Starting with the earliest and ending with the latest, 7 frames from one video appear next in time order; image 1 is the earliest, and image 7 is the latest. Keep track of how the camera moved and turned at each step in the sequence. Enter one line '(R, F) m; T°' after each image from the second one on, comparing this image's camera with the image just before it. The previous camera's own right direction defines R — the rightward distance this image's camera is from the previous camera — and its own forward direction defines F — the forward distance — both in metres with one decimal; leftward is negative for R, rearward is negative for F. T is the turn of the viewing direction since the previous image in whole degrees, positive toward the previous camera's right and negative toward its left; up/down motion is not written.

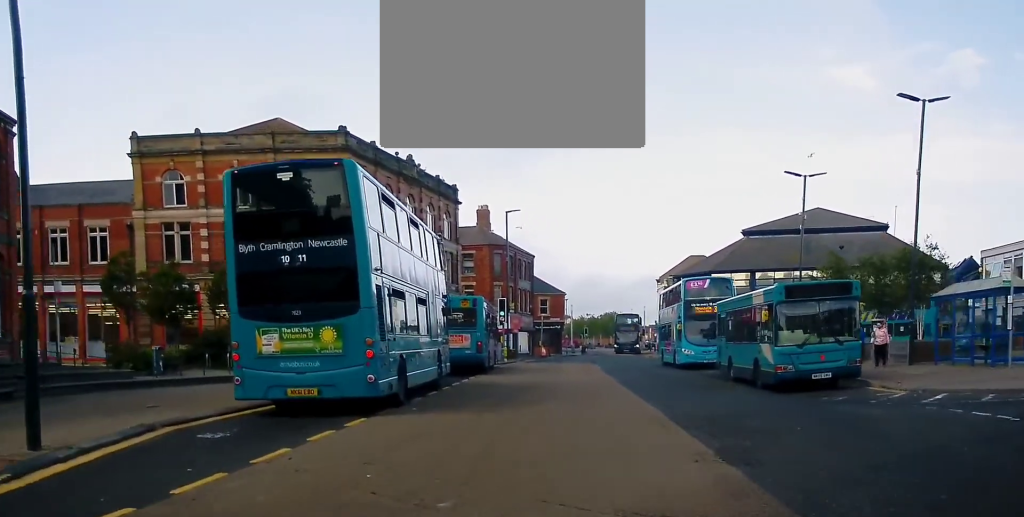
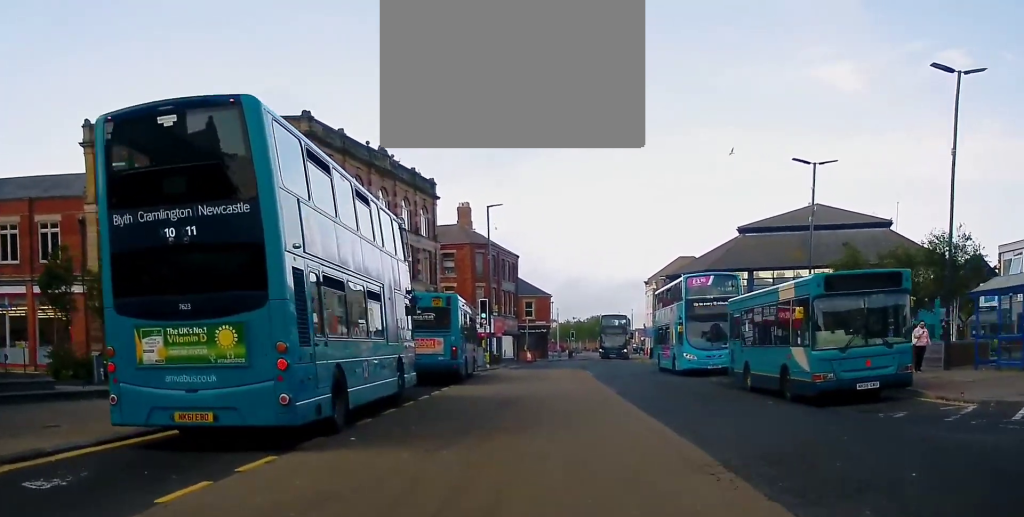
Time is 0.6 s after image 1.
(+0.1, +3.9) m; +2°
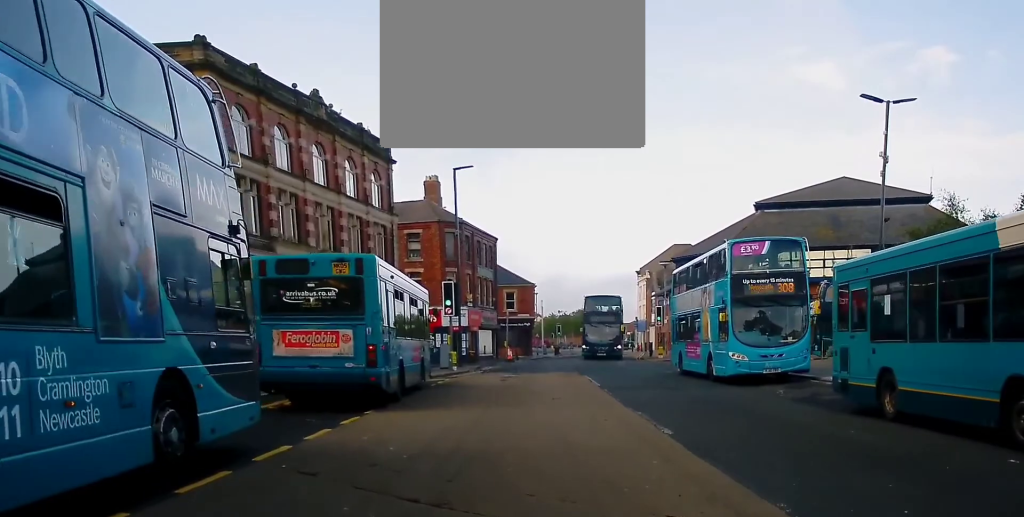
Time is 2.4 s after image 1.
(-0.1, +10.2) m; 0°
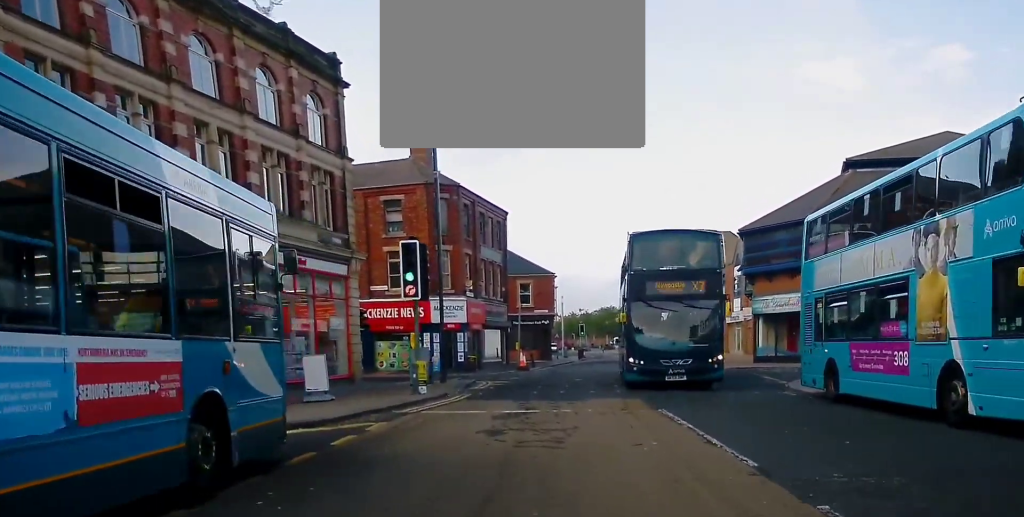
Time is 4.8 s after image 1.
(+0.2, +14.2) m; +2°
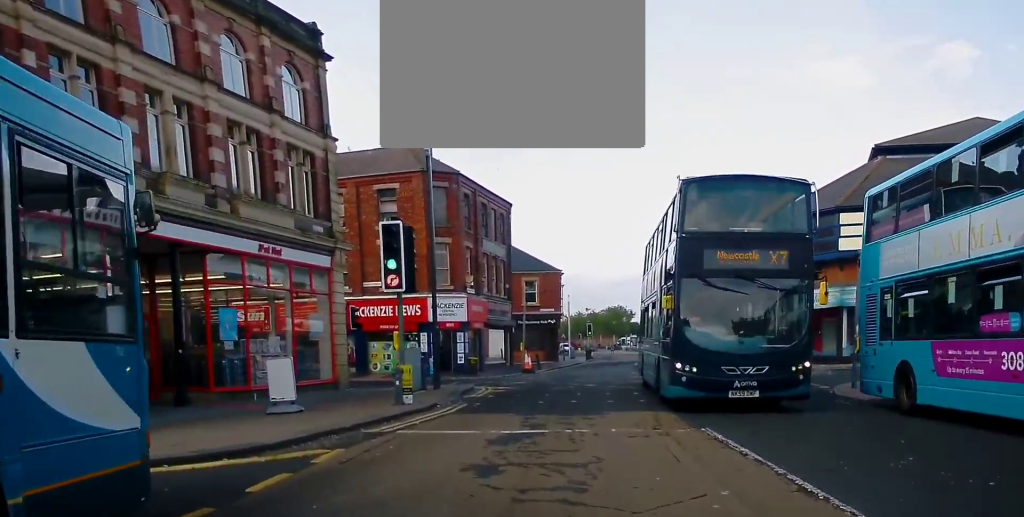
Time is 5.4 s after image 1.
(+0.2, +3.3) m; +2°
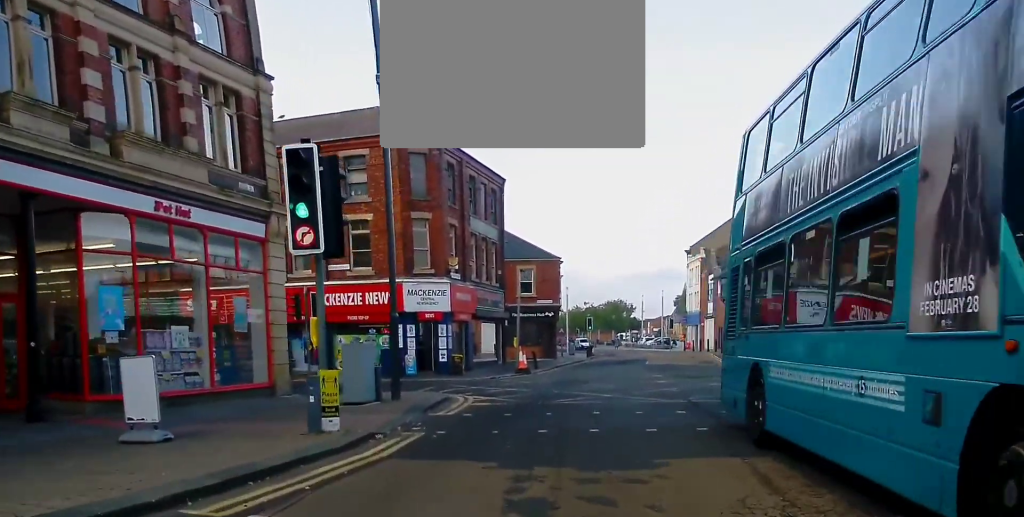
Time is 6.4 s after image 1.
(-0.1, +6.1) m; -4°
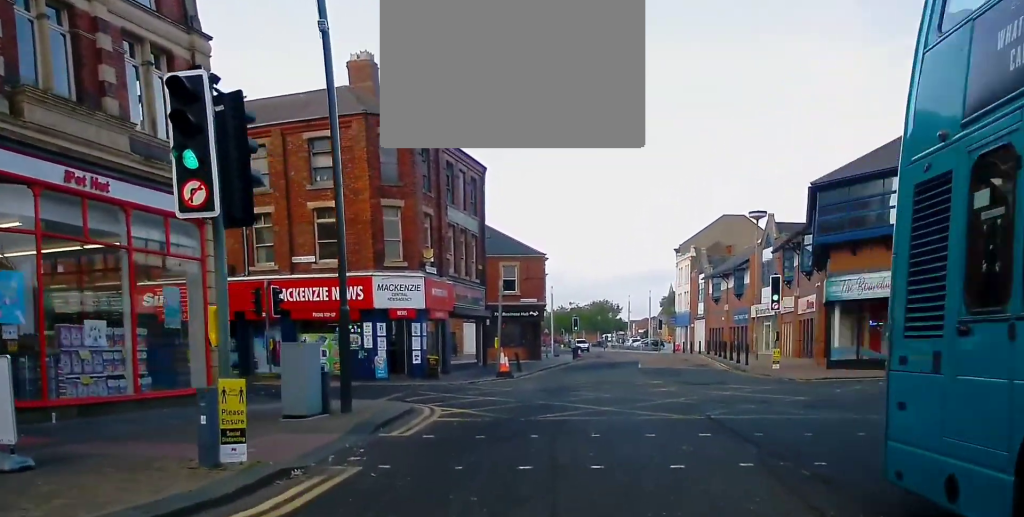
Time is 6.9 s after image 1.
(-0.2, +2.9) m; +1°
